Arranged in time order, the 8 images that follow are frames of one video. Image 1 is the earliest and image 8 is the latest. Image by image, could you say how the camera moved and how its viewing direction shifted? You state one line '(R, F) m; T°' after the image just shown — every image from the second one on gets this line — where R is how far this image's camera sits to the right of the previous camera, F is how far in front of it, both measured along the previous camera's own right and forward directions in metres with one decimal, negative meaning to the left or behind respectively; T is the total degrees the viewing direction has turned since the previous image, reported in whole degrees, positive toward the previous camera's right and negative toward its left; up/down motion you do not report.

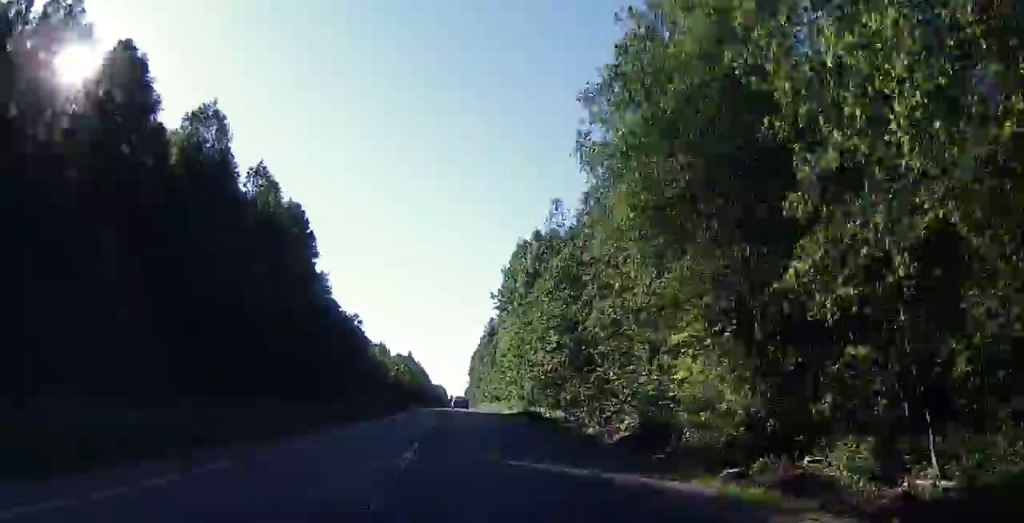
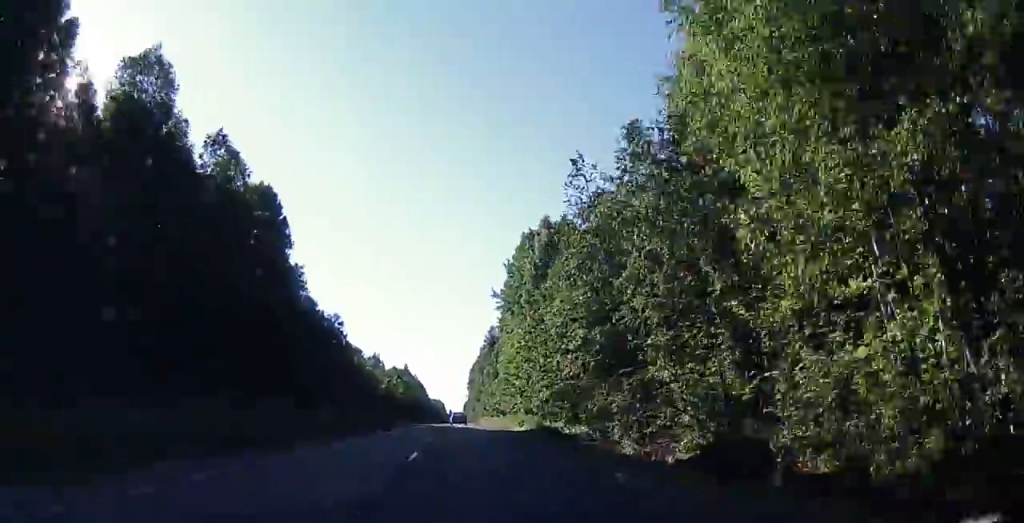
(-0.1, +10.9) m; 0°
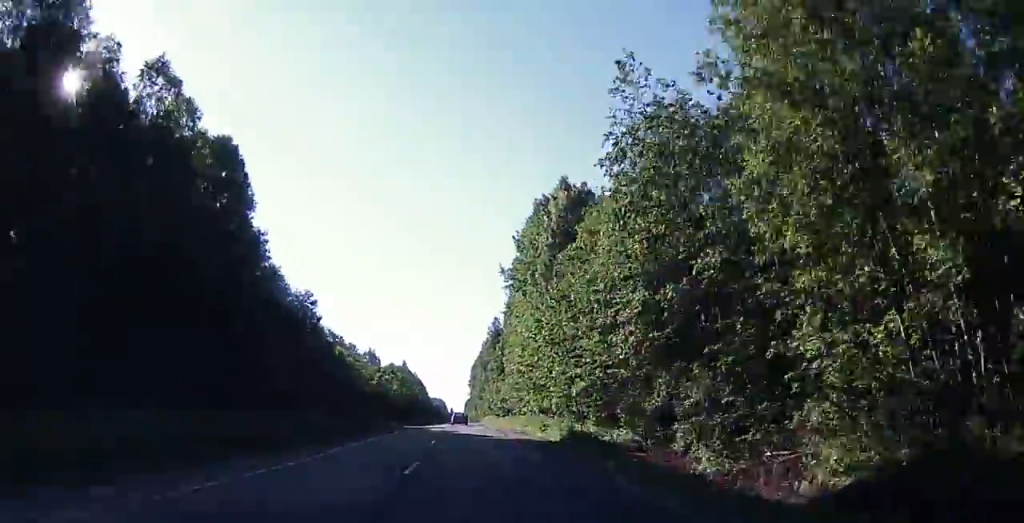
(-0.1, +12.5) m; 0°
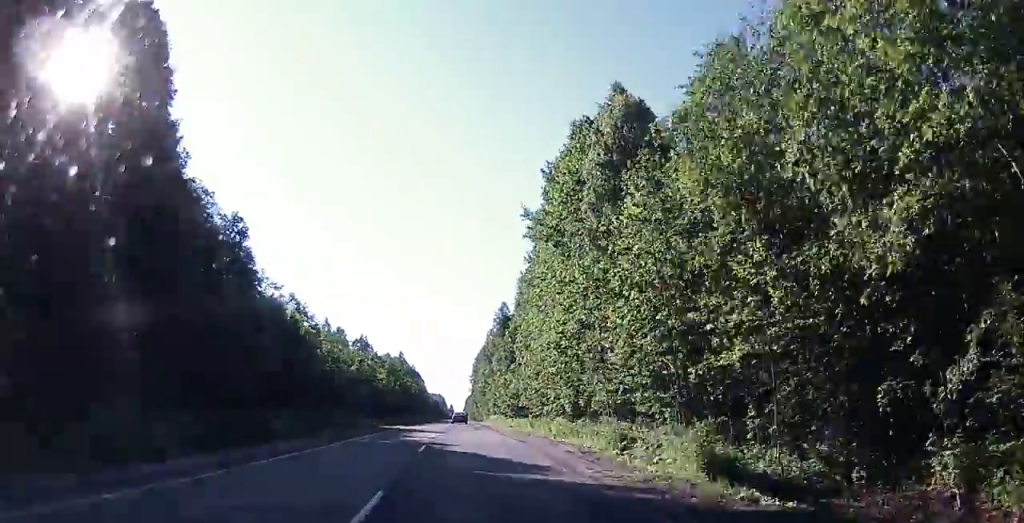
(-0.1, +18.9) m; 0°
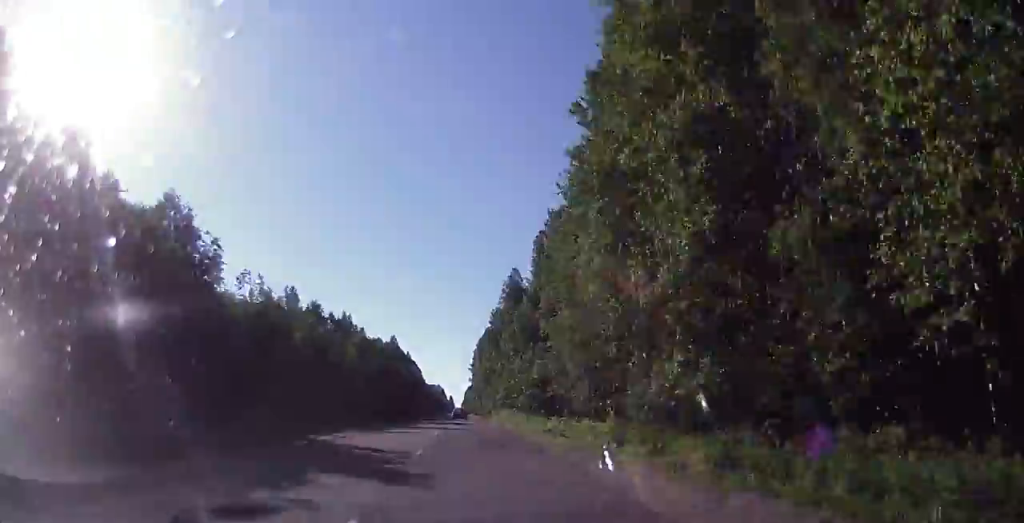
(0.0, +26.0) m; 0°
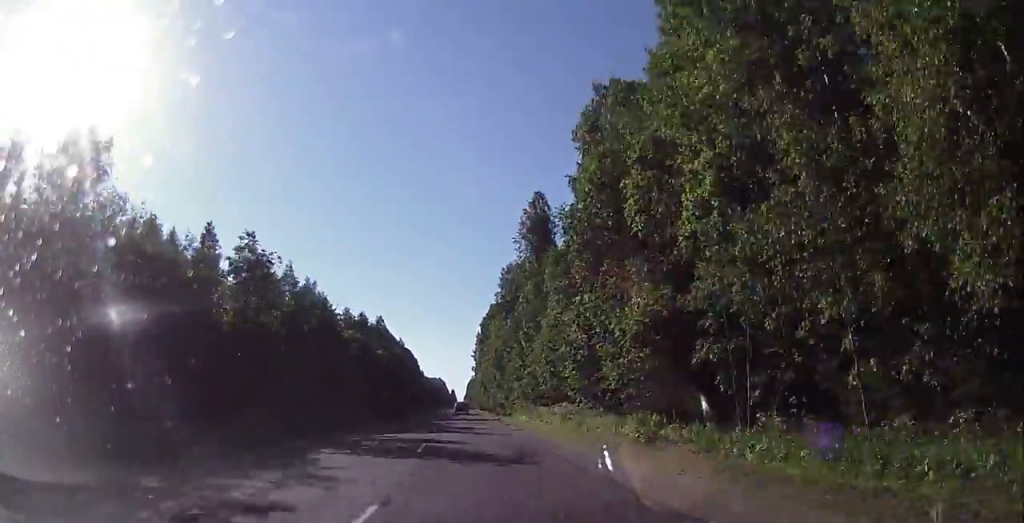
(0.0, +34.7) m; -1°
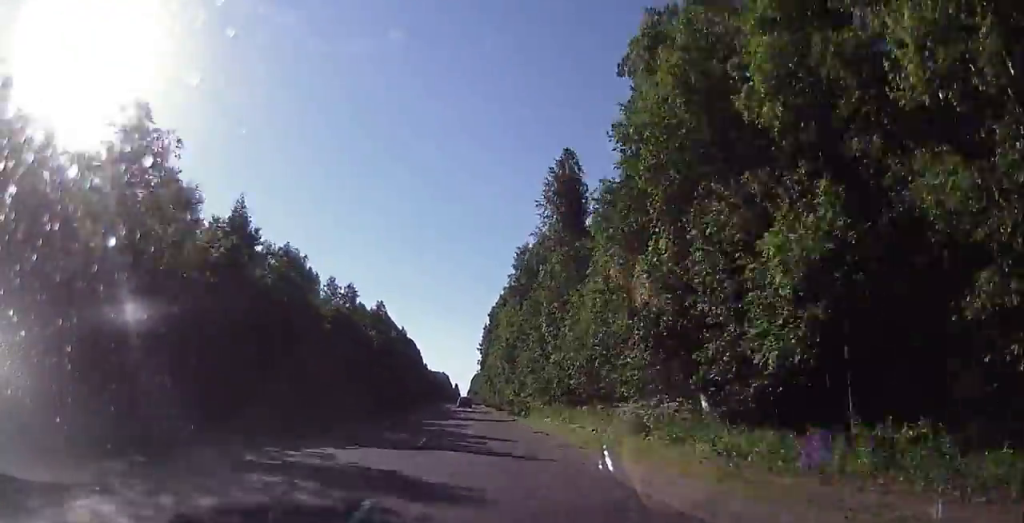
(-0.3, +12.6) m; 0°
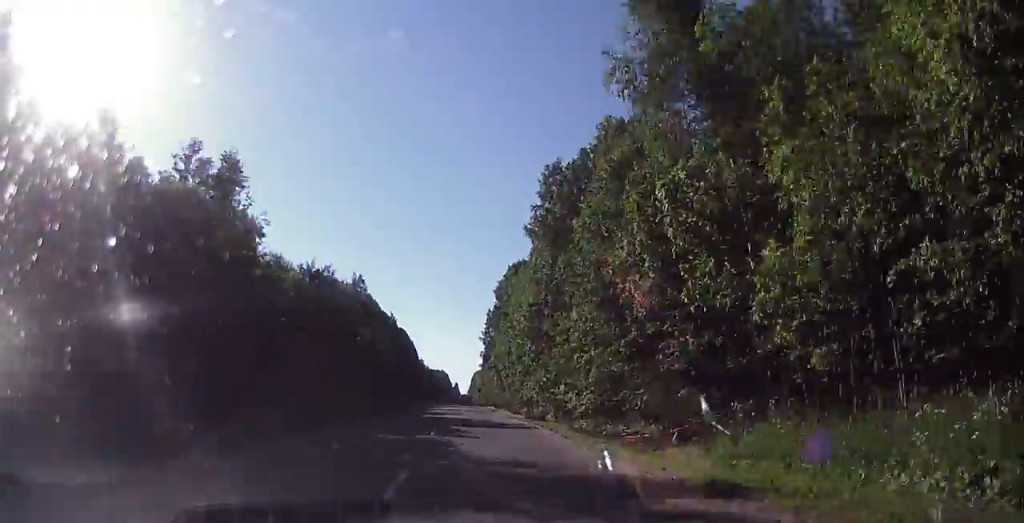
(+0.1, +32.4) m; +1°
